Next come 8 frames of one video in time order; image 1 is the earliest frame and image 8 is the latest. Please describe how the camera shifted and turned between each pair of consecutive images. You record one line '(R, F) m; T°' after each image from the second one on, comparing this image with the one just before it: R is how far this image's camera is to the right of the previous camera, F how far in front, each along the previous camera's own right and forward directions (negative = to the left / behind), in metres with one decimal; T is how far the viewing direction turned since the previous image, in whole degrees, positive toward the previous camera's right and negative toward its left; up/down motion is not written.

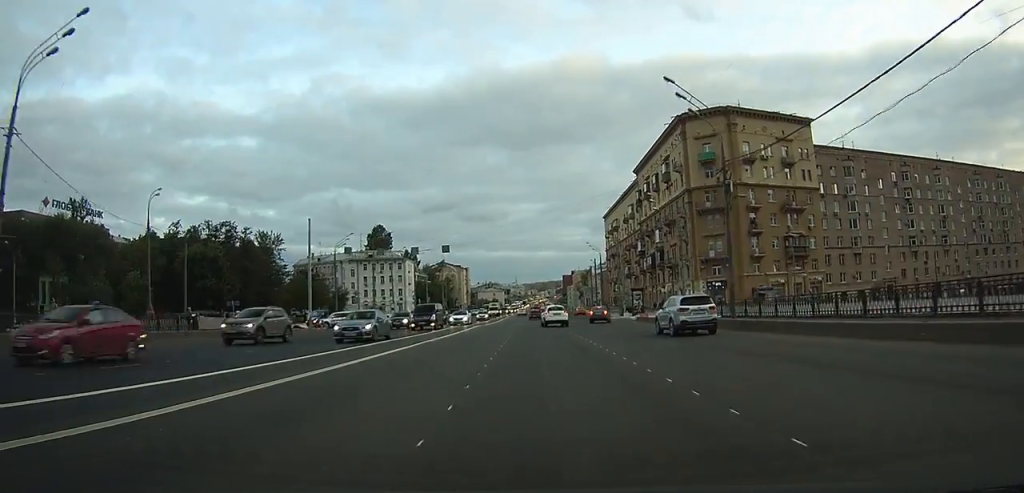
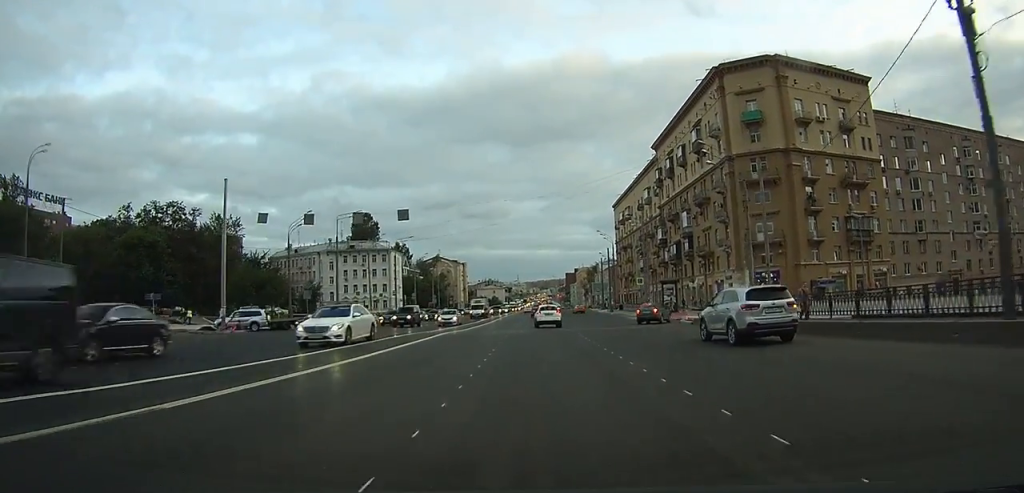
(0.0, +19.2) m; 0°
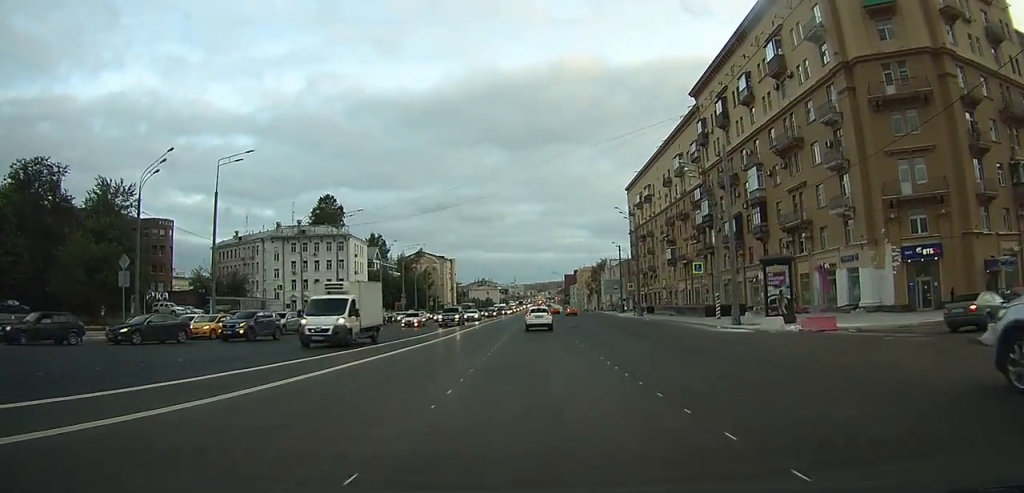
(-0.1, +31.0) m; 0°
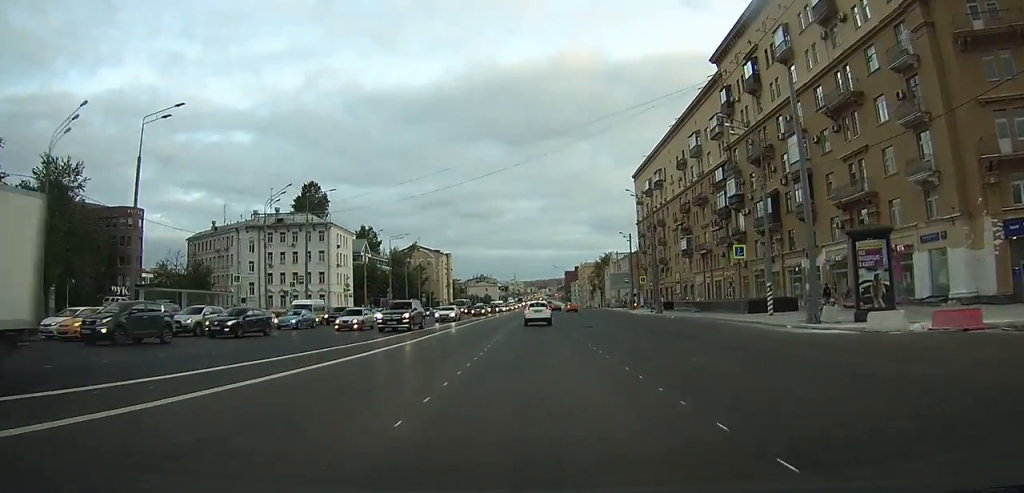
(0.0, +10.8) m; 0°
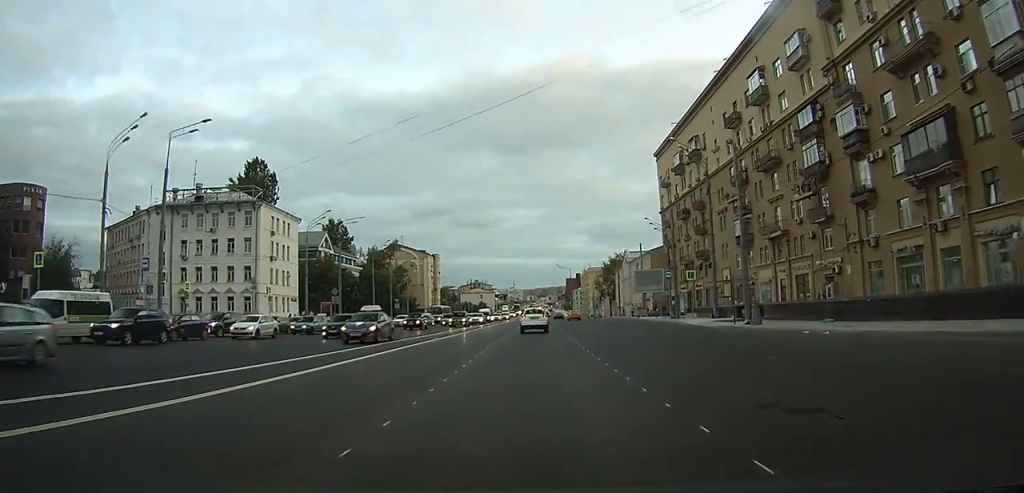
(+0.1, +26.9) m; +1°
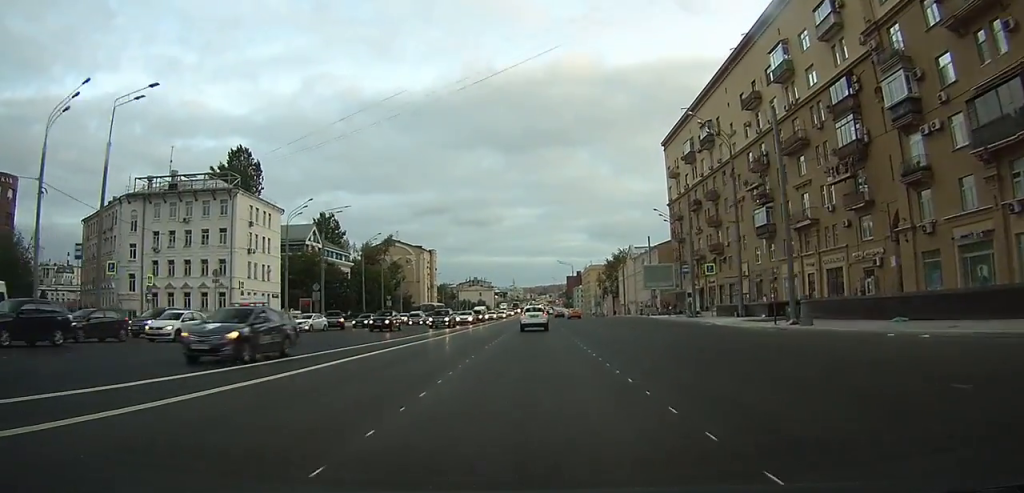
(+0.1, +6.5) m; 0°
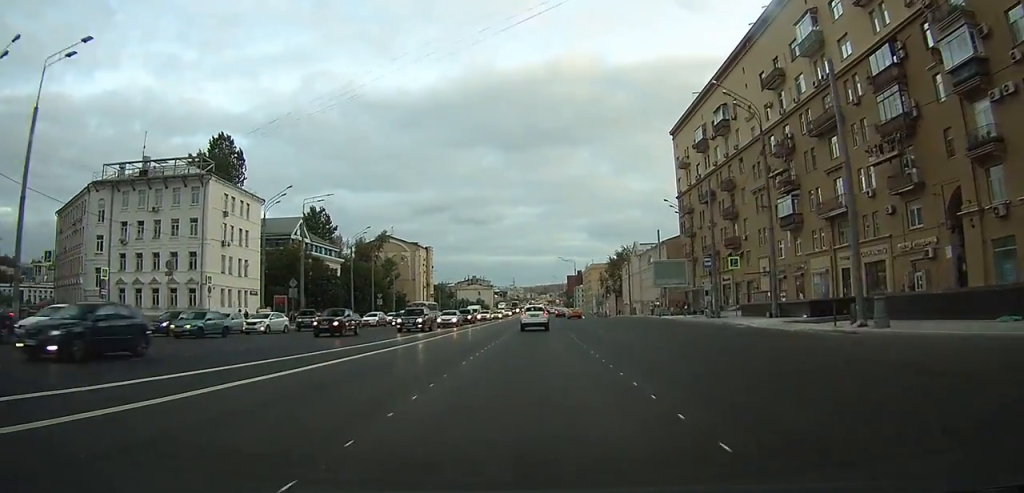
(+0.1, +6.5) m; 0°
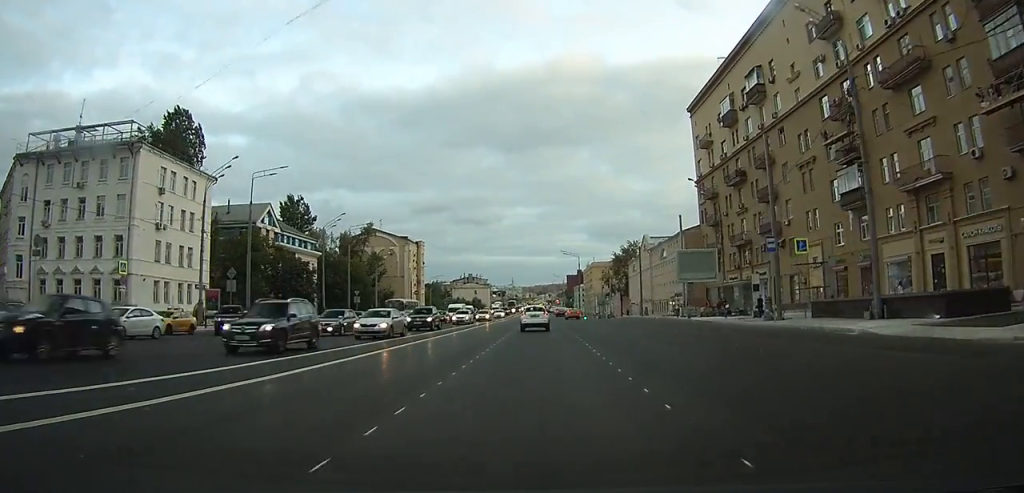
(-0.1, +12.4) m; 0°
